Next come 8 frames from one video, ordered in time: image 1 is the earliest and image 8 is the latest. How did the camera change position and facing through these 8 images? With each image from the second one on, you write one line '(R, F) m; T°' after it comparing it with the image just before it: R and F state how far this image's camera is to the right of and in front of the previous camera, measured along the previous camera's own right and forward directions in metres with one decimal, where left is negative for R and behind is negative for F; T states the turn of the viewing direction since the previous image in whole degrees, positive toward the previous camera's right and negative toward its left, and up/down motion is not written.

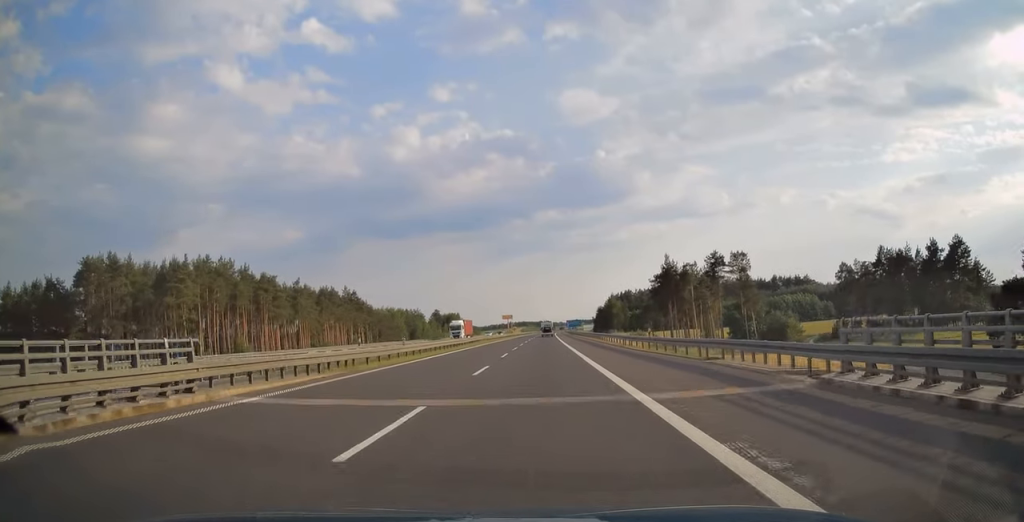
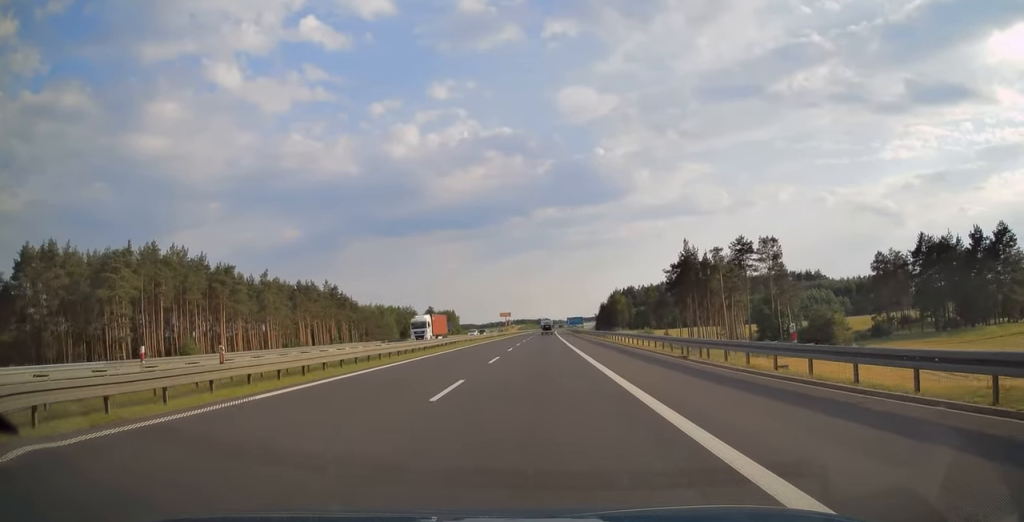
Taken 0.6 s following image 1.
(0.0, +18.6) m; 0°
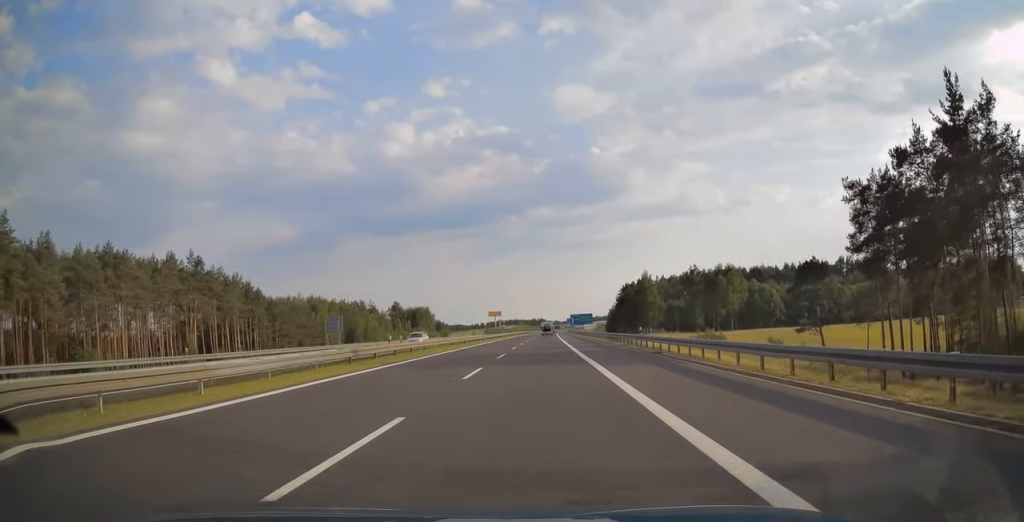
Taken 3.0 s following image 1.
(+0.5, +79.4) m; 0°
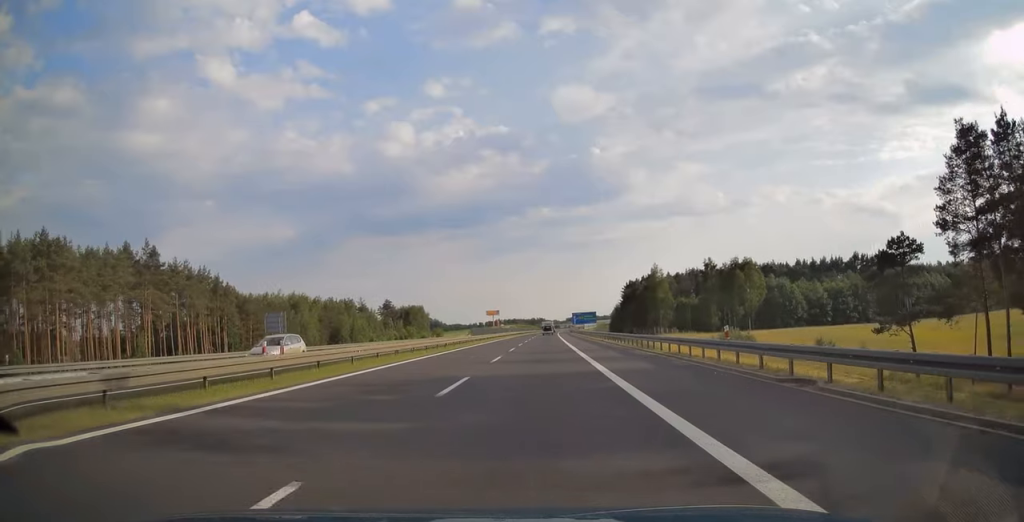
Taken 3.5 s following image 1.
(0.0, +16.0) m; 0°
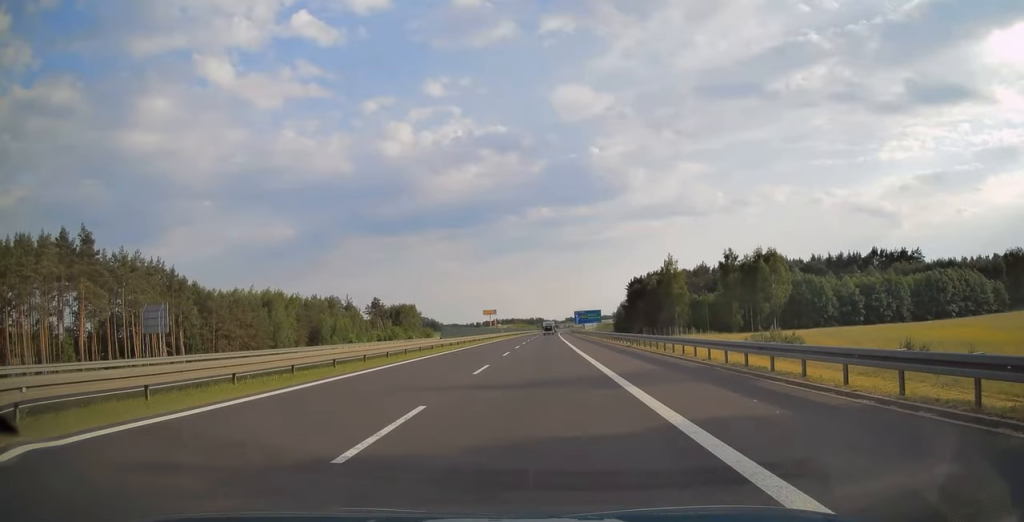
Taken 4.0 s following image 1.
(0.0, +18.7) m; 0°
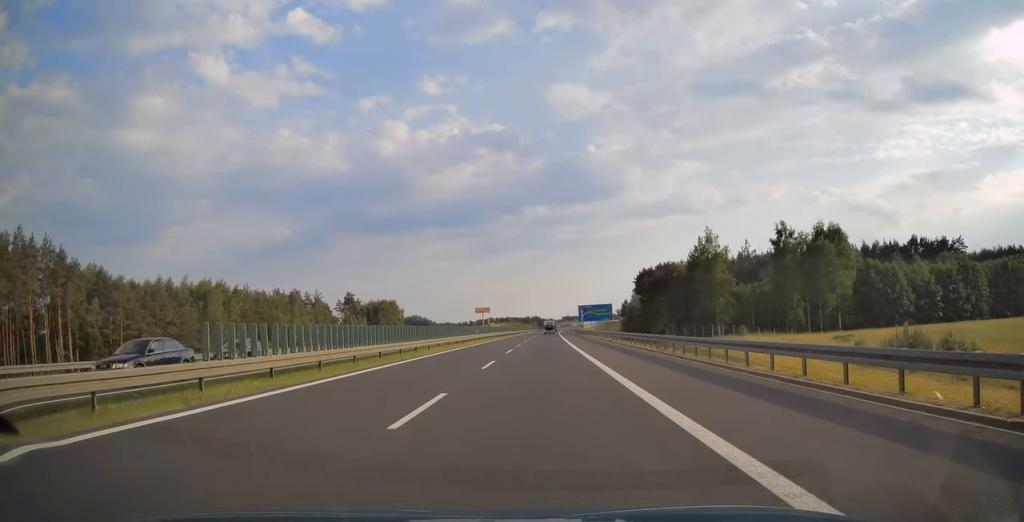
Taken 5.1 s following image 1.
(+0.1, +34.0) m; 0°
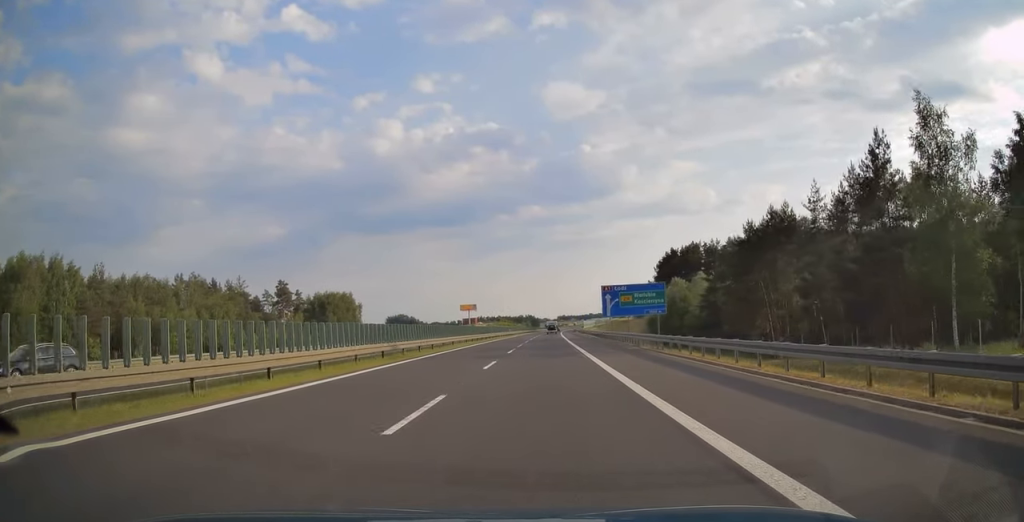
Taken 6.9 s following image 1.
(+0.2, +60.8) m; +1°
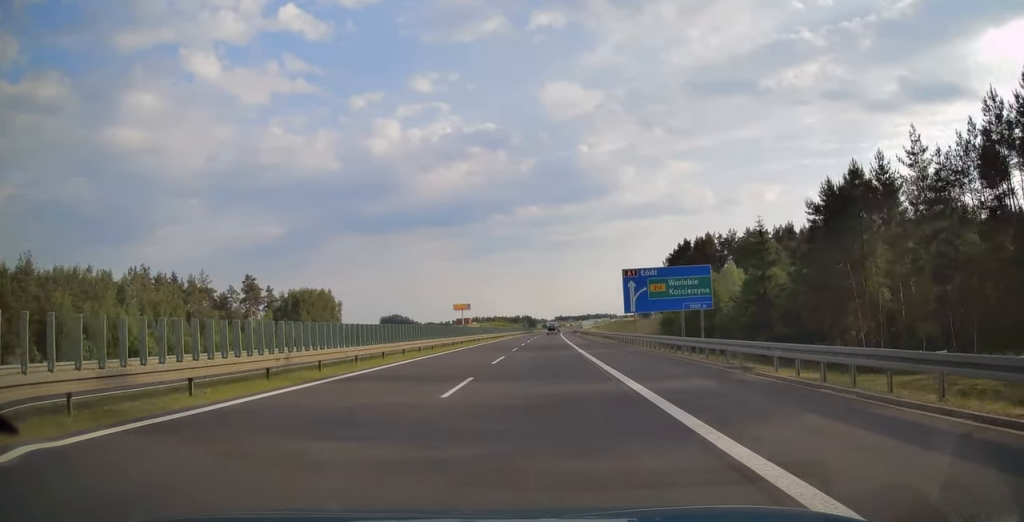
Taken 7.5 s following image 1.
(+0.1, +20.2) m; 0°
